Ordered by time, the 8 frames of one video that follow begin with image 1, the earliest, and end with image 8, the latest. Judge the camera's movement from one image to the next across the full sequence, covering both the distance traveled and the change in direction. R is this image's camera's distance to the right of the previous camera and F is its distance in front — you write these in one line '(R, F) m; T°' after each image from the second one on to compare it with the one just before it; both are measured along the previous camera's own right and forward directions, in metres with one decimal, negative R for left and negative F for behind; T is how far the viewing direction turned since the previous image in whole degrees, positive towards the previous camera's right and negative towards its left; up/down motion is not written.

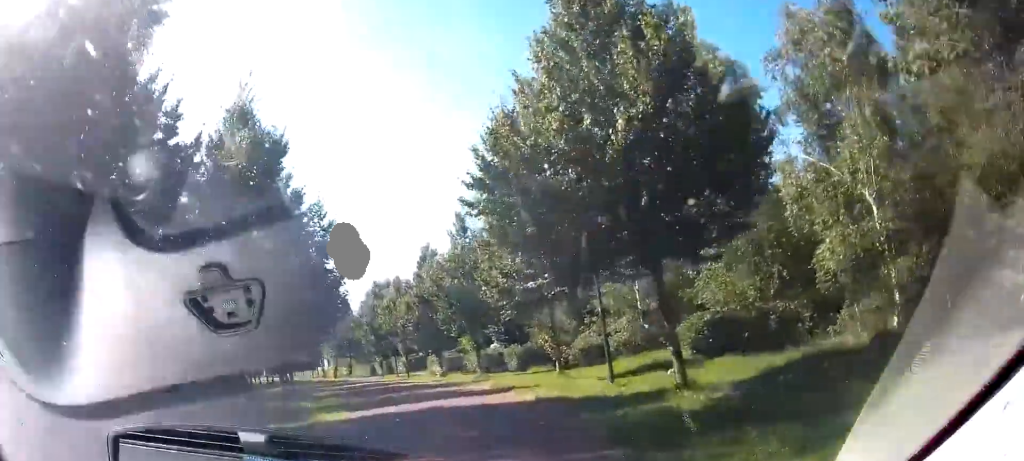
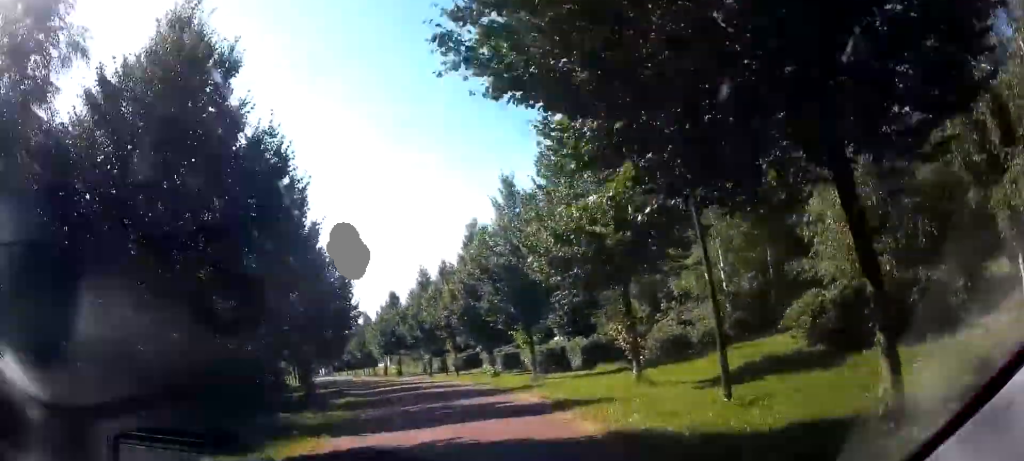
(-0.2, +4.8) m; -5°
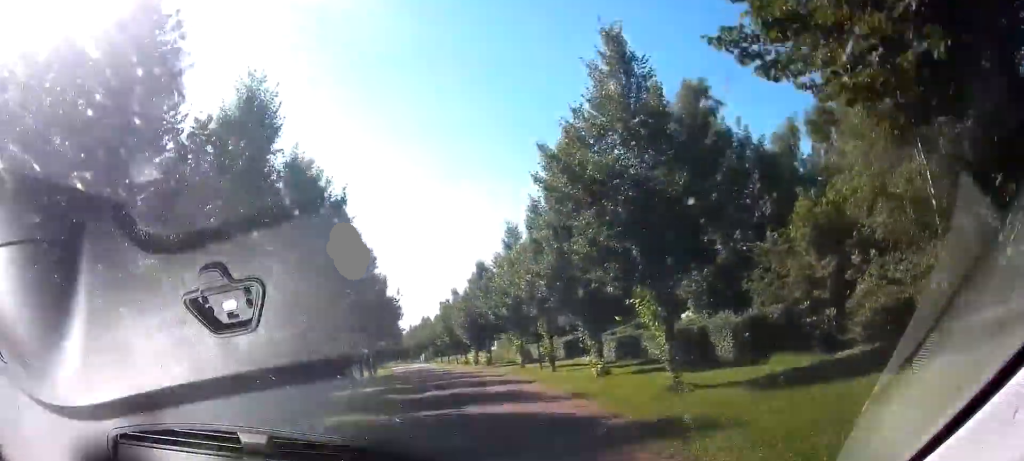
(-0.9, +9.4) m; -12°
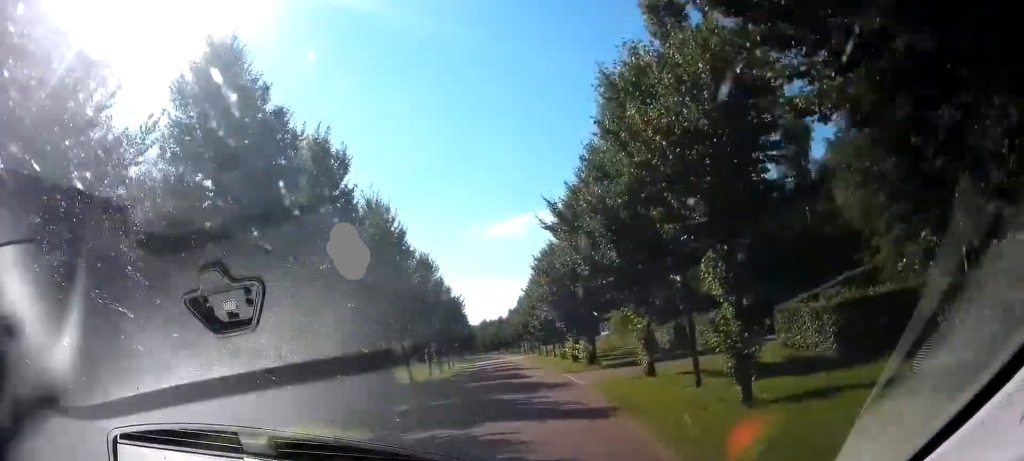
(-2.7, +14.8) m; -18°
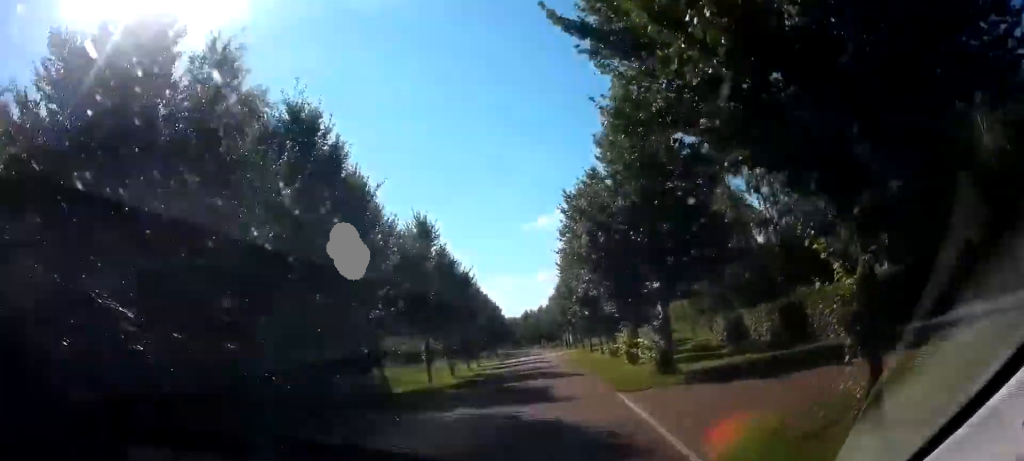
(-0.4, +9.8) m; -1°
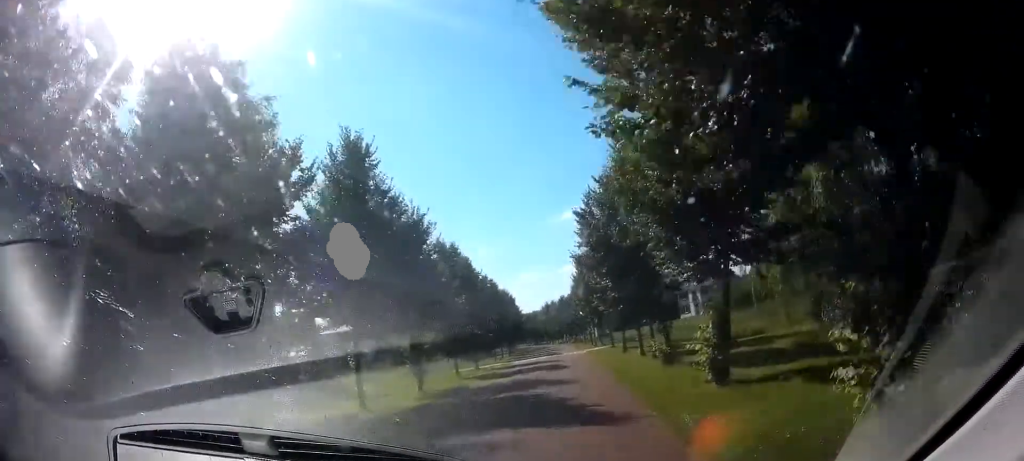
(+0.1, +10.4) m; -1°
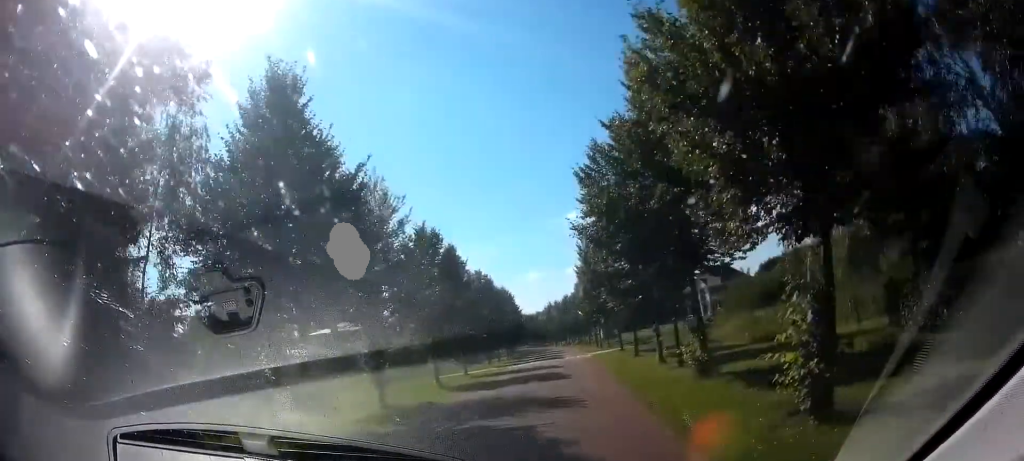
(-0.2, +4.5) m; 0°
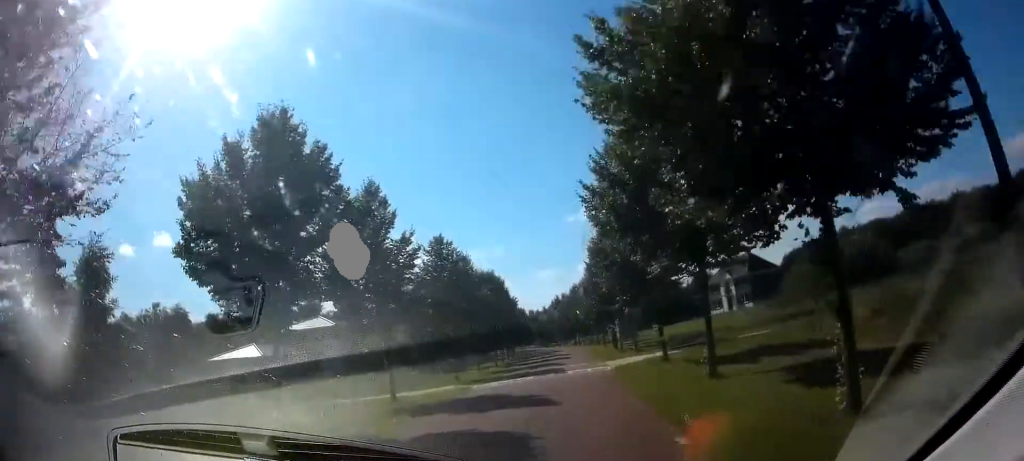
(+0.1, +13.2) m; -3°
